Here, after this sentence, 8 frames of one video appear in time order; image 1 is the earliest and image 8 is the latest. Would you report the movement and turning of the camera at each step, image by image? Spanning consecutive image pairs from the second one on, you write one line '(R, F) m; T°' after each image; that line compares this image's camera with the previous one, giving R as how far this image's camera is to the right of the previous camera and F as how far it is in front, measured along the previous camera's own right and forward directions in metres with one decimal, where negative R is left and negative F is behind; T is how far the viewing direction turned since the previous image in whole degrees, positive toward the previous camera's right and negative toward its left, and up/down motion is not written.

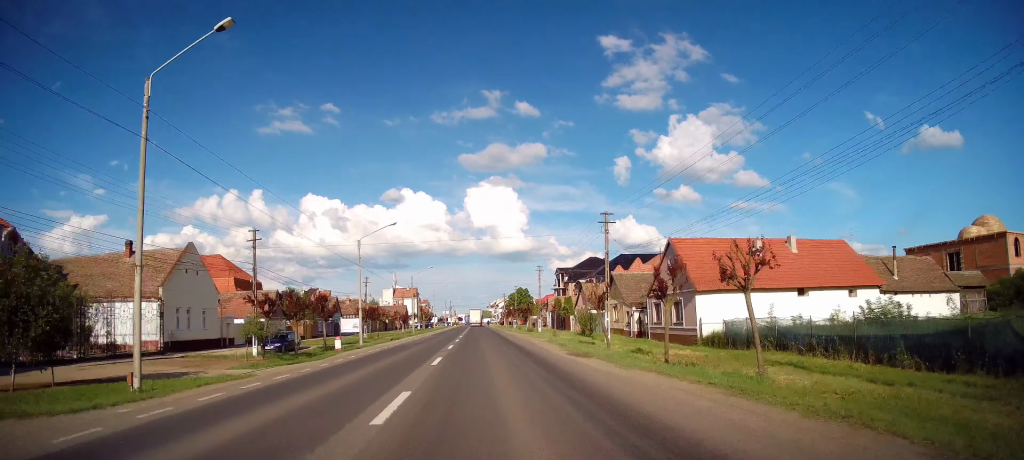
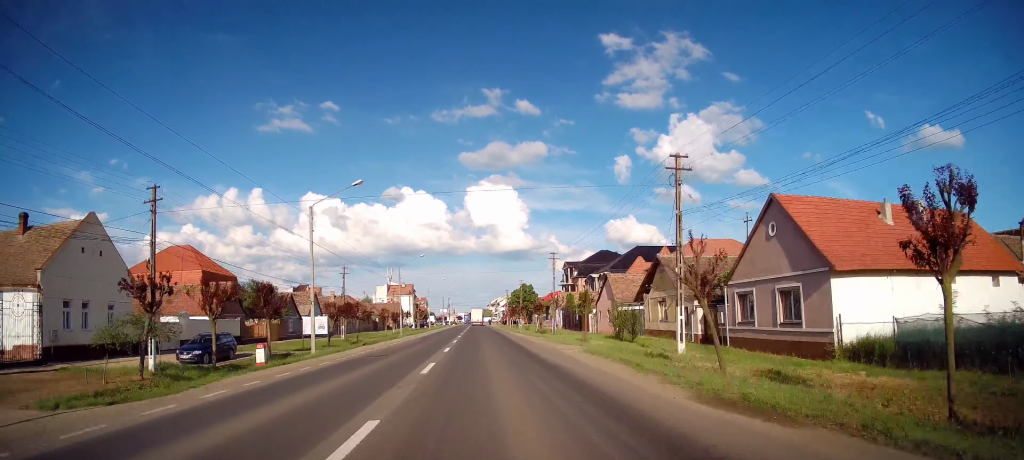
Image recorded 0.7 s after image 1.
(+0.1, +12.3) m; 0°
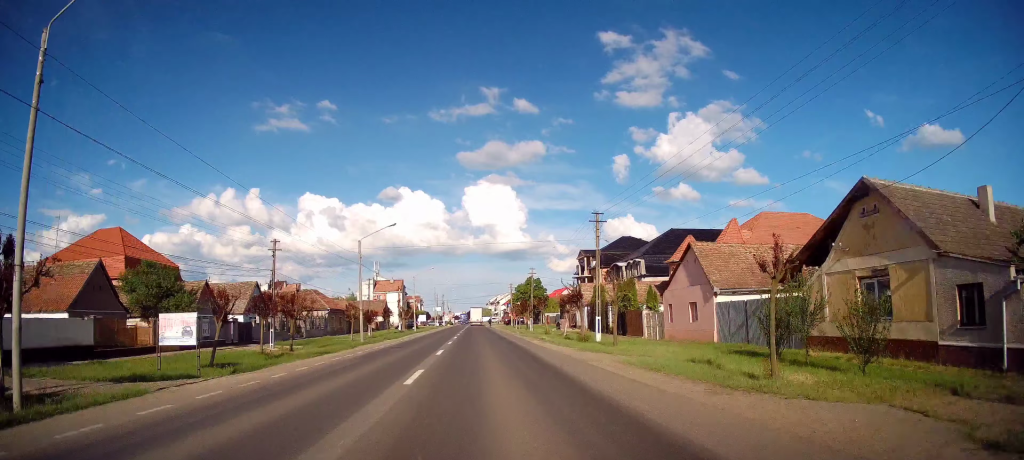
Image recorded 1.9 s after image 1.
(-0.2, +19.7) m; +1°
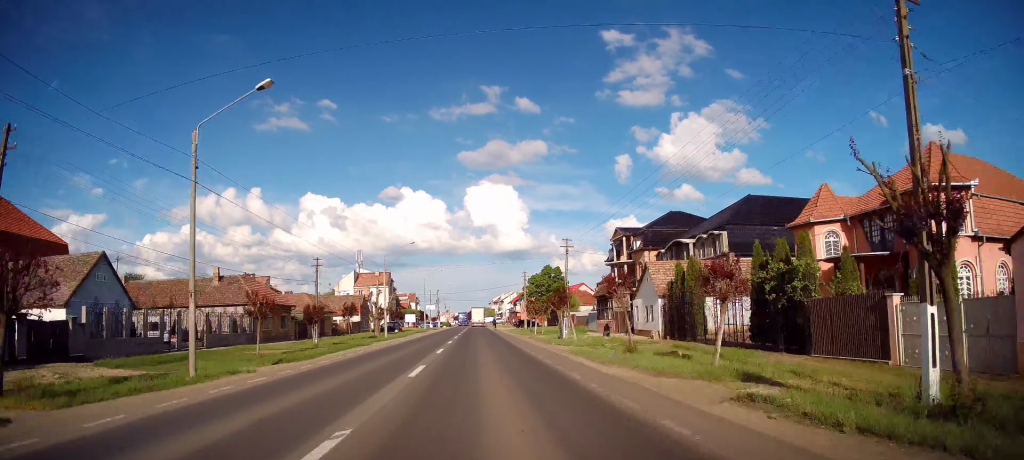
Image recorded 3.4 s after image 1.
(+0.5, +25.3) m; -1°
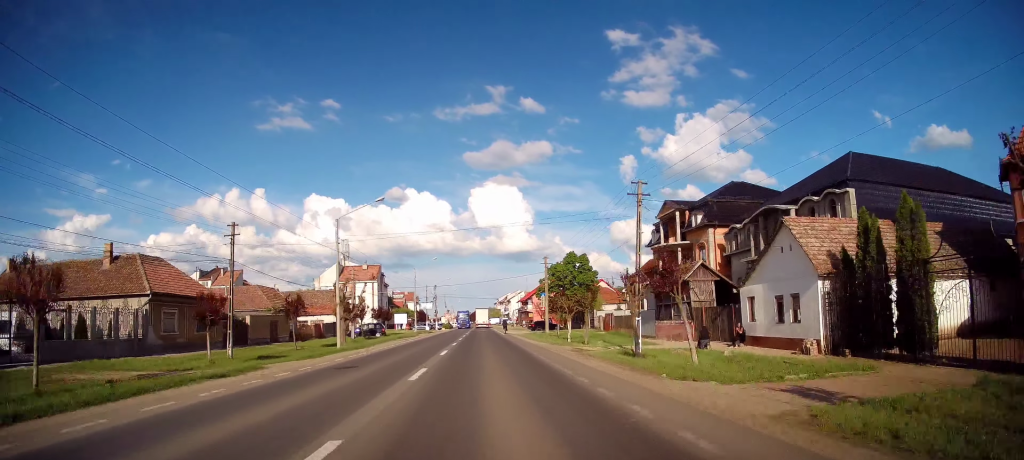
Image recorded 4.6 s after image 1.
(-0.6, +19.1) m; -2°
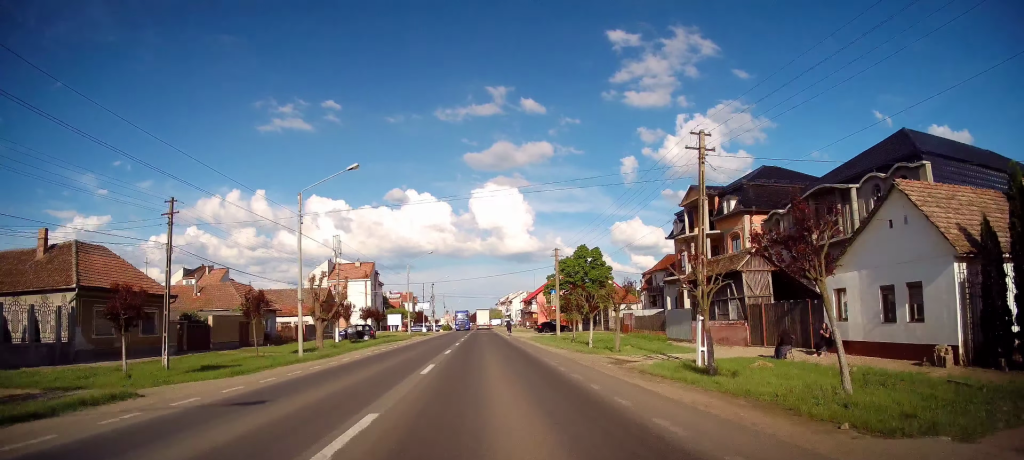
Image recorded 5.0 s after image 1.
(0.0, +6.9) m; +1°
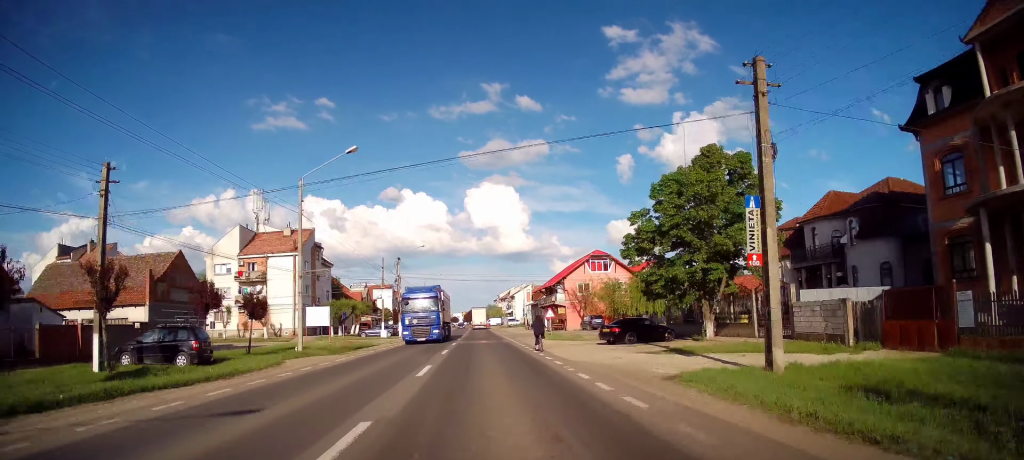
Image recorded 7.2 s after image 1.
(+0.9, +36.7) m; +1°
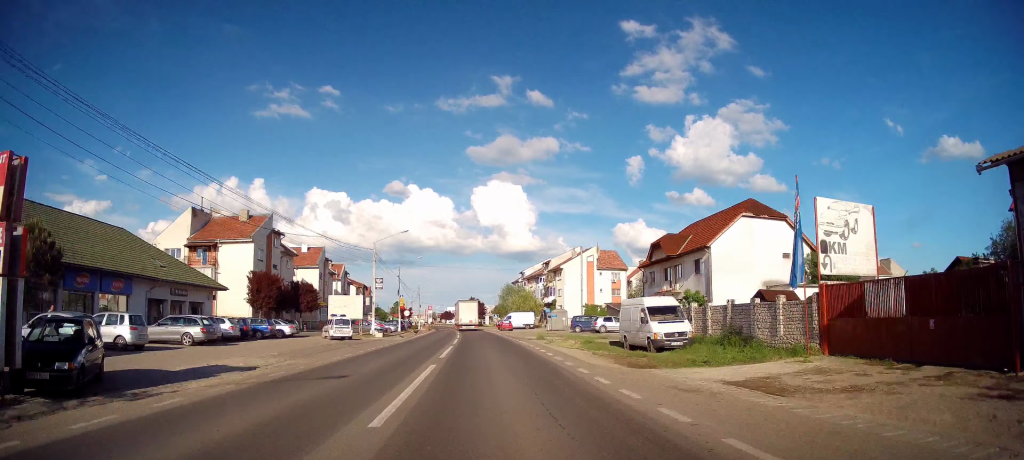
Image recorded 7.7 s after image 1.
(0.0, +9.0) m; 0°
